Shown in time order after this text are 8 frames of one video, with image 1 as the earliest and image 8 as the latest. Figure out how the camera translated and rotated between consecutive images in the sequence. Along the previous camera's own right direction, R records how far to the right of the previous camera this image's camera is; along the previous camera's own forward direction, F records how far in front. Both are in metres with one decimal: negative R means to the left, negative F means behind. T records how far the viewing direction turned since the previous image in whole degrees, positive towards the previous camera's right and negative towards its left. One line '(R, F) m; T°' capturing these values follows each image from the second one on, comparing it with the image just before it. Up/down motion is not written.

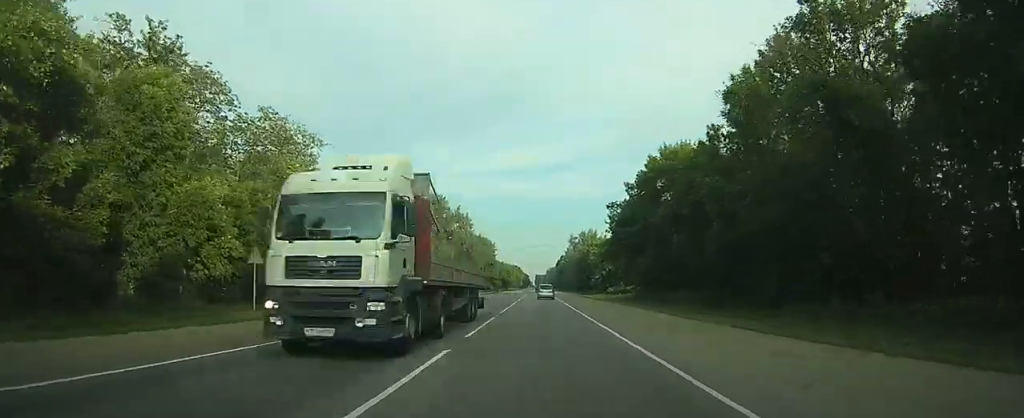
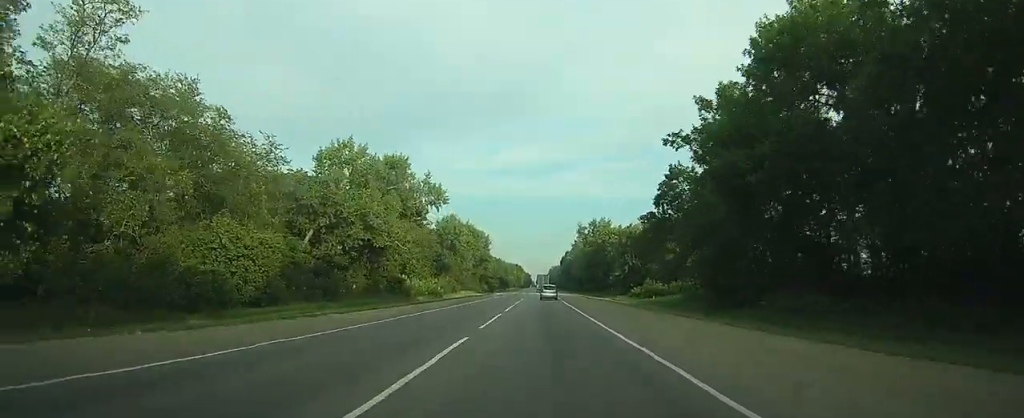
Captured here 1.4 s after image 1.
(0.0, +32.9) m; 0°
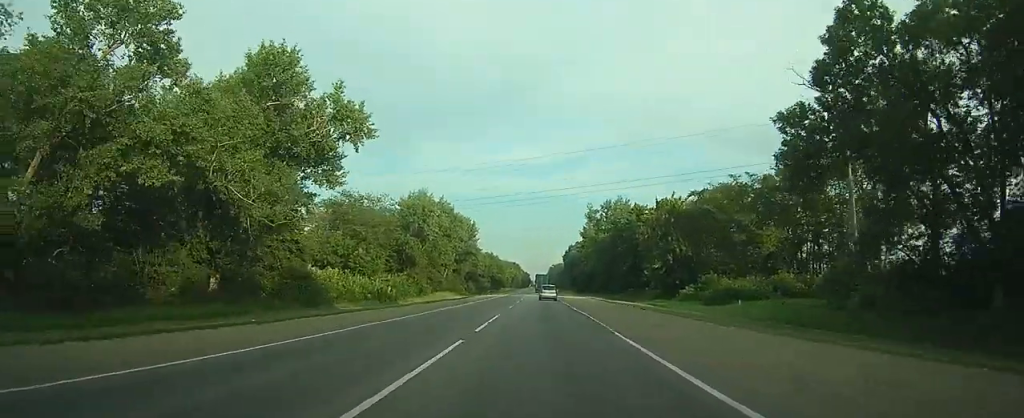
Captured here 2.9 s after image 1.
(0.0, +36.7) m; 0°
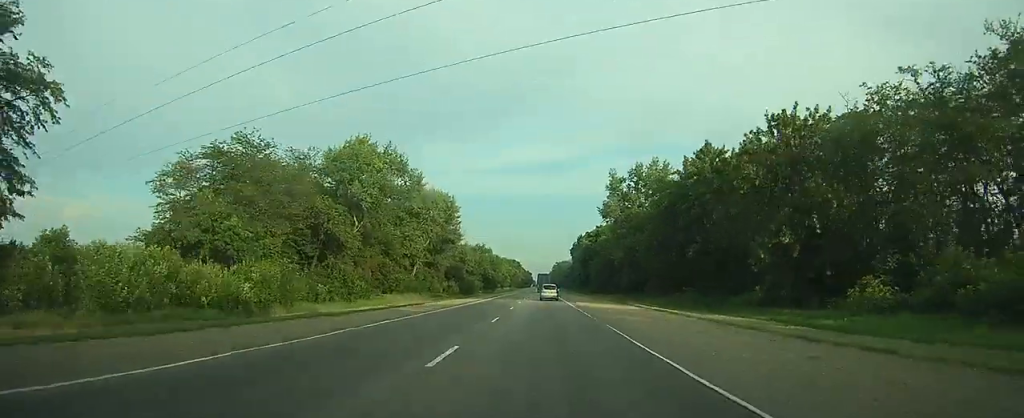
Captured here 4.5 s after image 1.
(0.0, +38.0) m; 0°
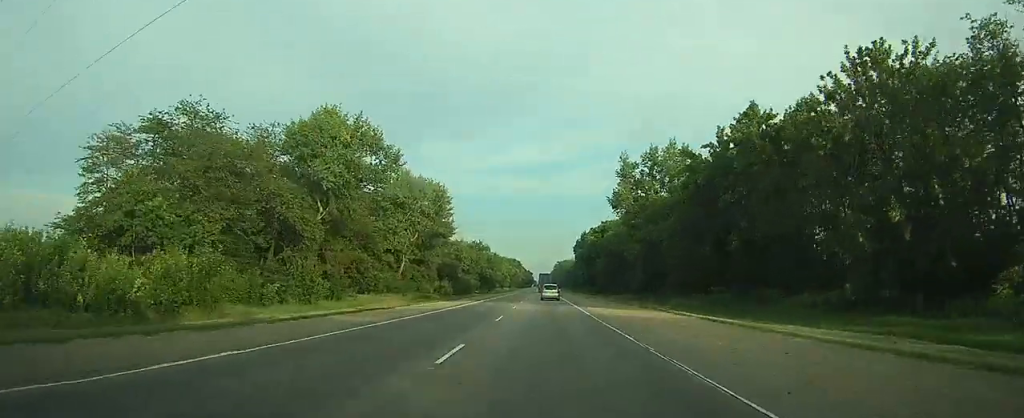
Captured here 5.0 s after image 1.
(0.0, +11.5) m; 0°
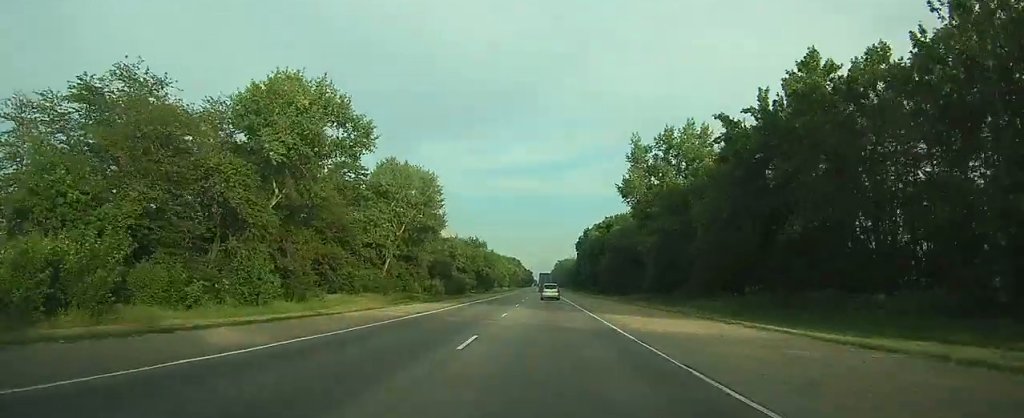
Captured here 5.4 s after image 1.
(0.0, +9.8) m; 0°
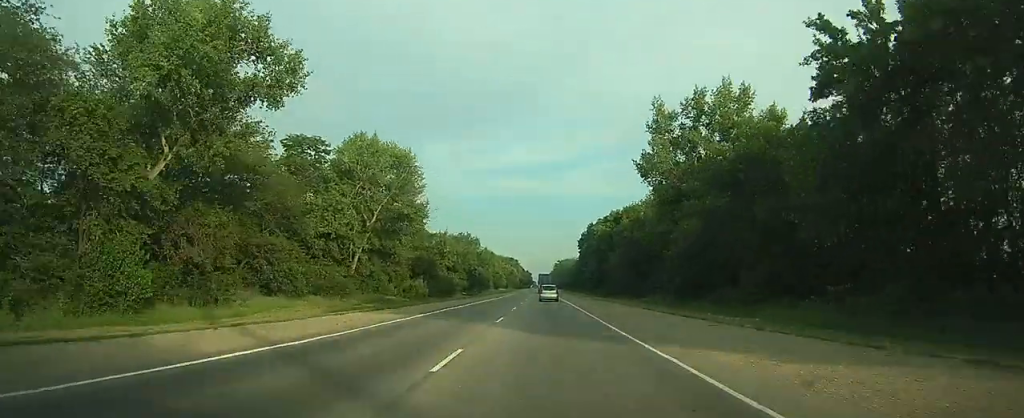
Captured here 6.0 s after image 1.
(0.0, +14.9) m; 0°
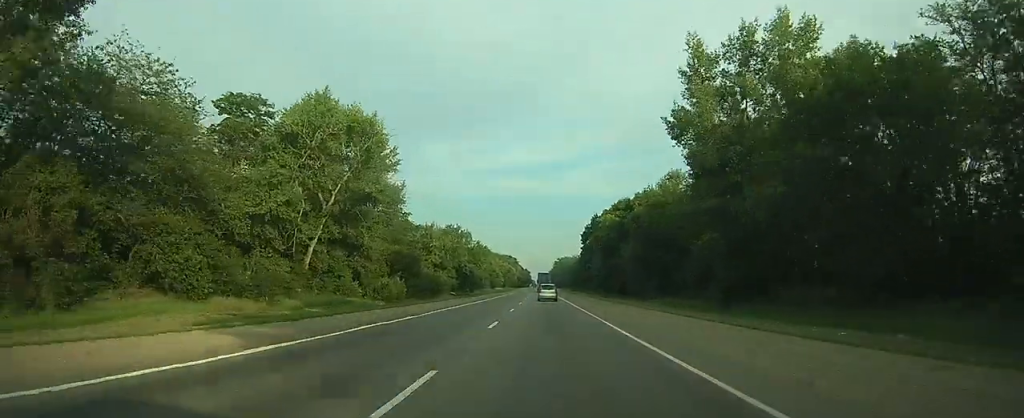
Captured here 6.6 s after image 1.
(0.0, +14.9) m; 0°
